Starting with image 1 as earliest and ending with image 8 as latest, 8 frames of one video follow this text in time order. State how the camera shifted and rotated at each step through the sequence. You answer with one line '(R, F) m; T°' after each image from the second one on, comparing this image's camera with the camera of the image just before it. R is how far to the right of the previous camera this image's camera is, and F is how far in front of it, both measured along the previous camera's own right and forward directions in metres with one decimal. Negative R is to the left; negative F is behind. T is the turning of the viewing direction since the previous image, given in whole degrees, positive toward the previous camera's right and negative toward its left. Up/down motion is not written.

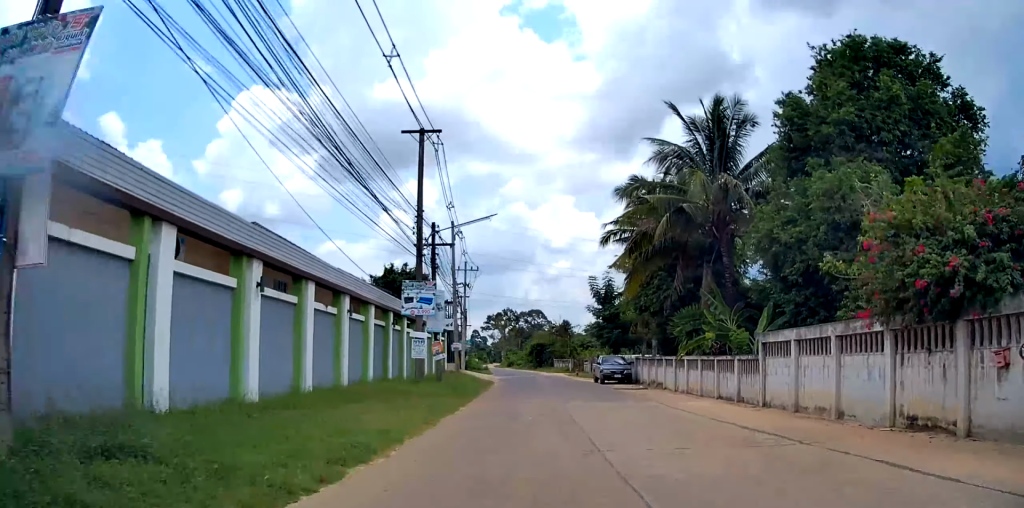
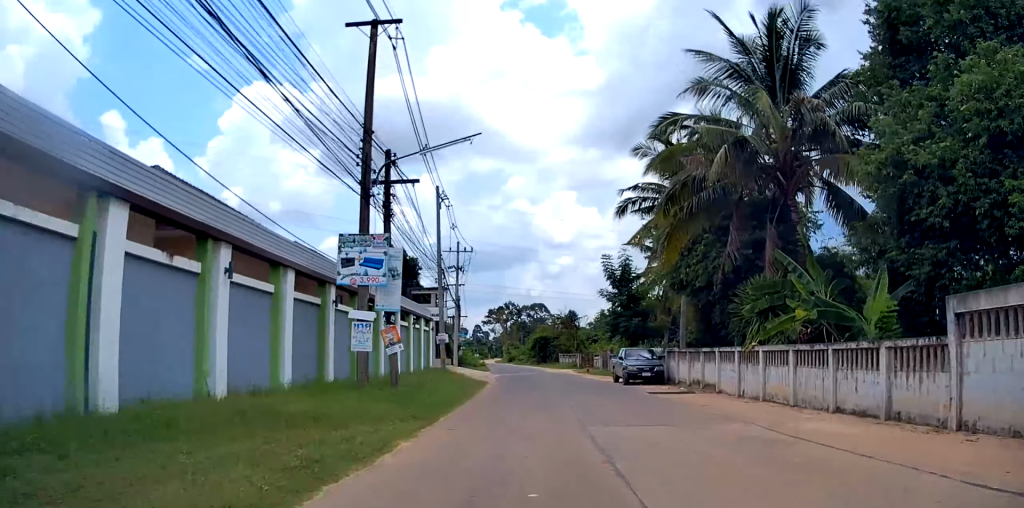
(+0.1, +8.1) m; +1°
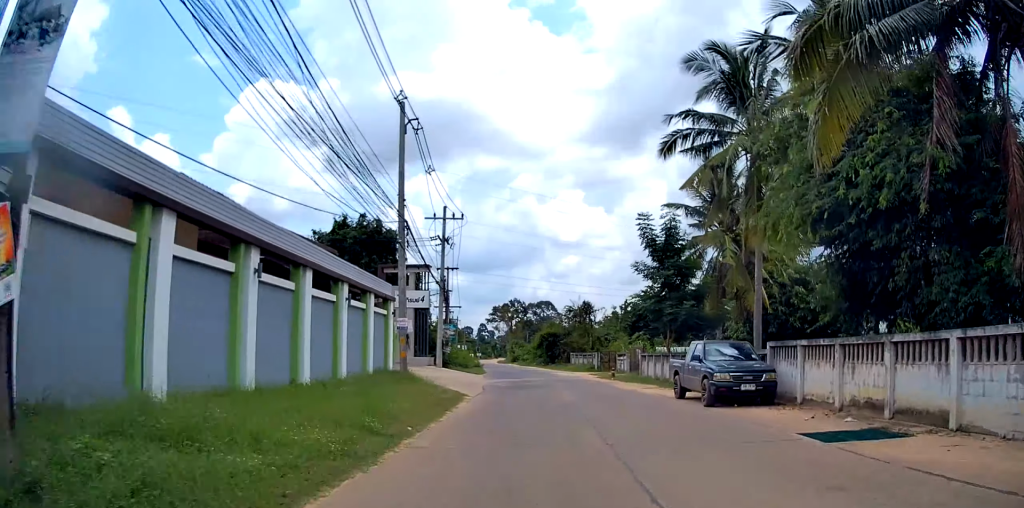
(+0.1, +12.6) m; 0°
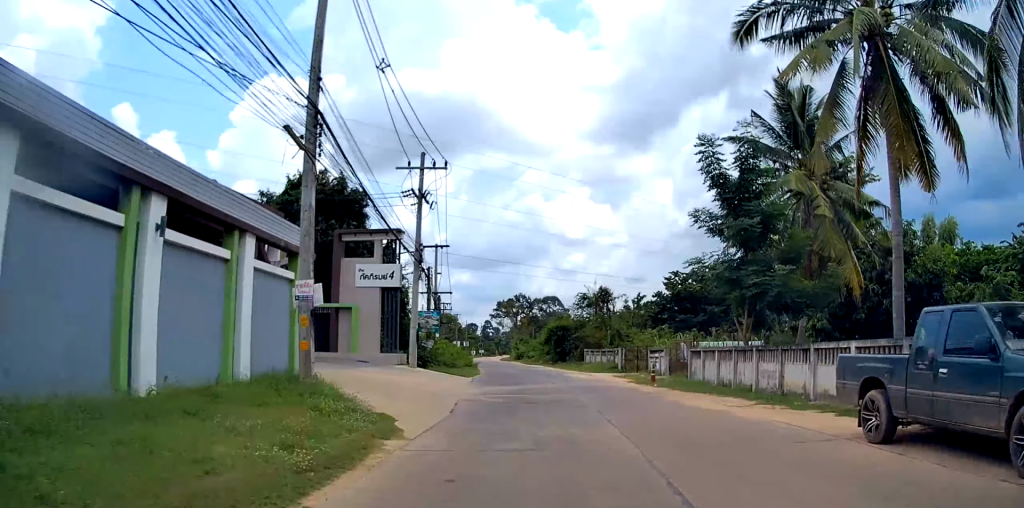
(-0.1, +10.4) m; -1°
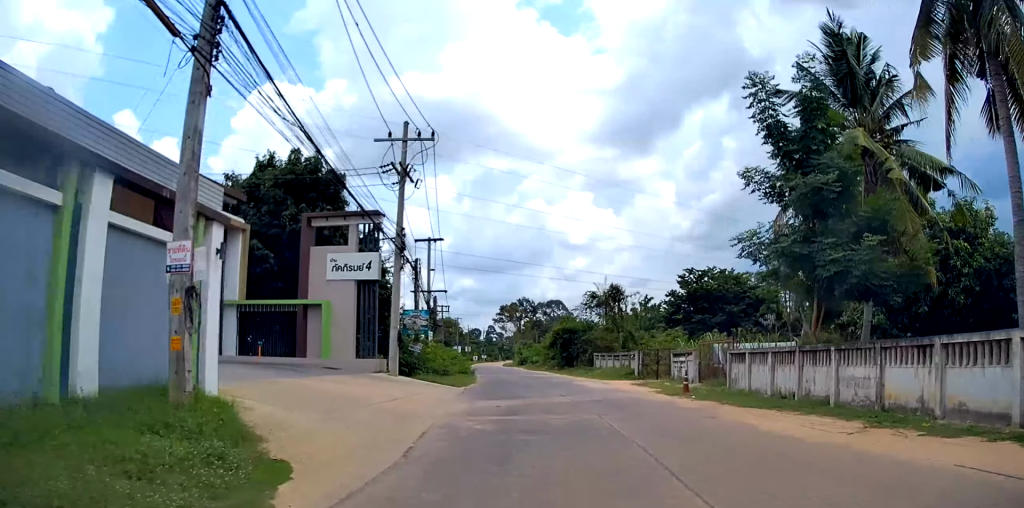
(0.0, +5.3) m; -1°
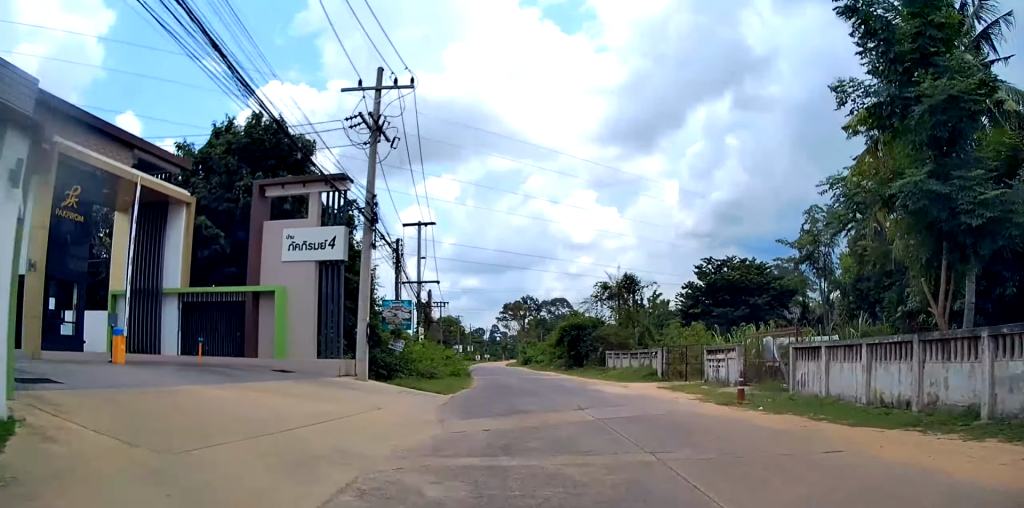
(+0.1, +5.1) m; -1°
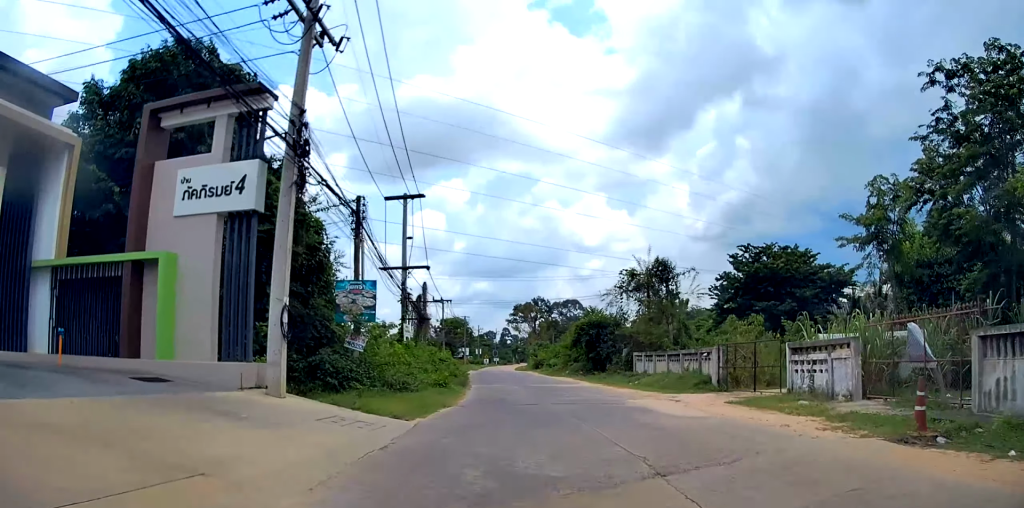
(-0.2, +7.3) m; 0°
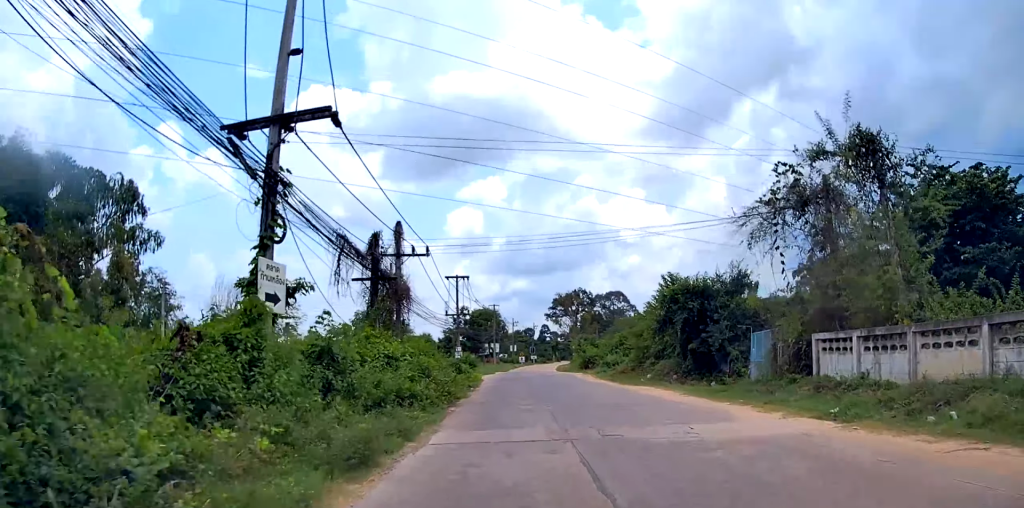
(-0.5, +20.1) m; -3°
